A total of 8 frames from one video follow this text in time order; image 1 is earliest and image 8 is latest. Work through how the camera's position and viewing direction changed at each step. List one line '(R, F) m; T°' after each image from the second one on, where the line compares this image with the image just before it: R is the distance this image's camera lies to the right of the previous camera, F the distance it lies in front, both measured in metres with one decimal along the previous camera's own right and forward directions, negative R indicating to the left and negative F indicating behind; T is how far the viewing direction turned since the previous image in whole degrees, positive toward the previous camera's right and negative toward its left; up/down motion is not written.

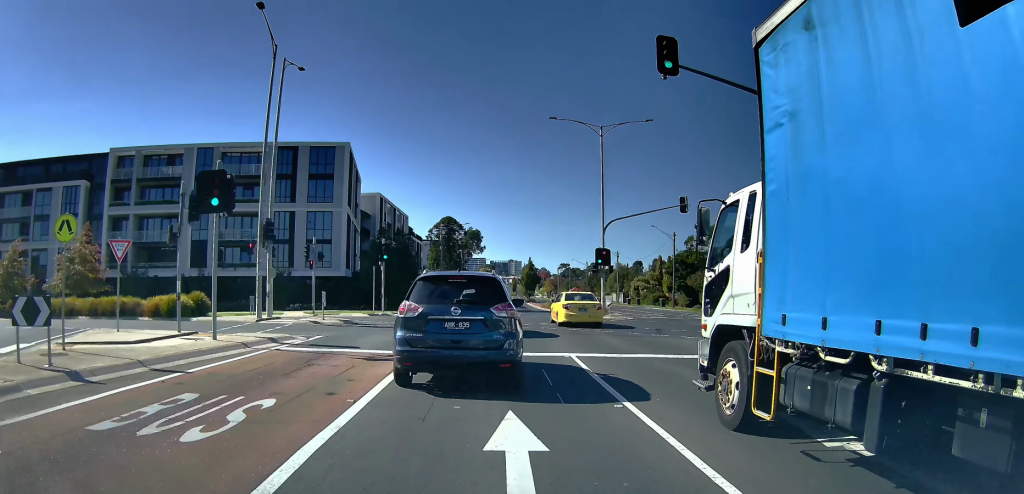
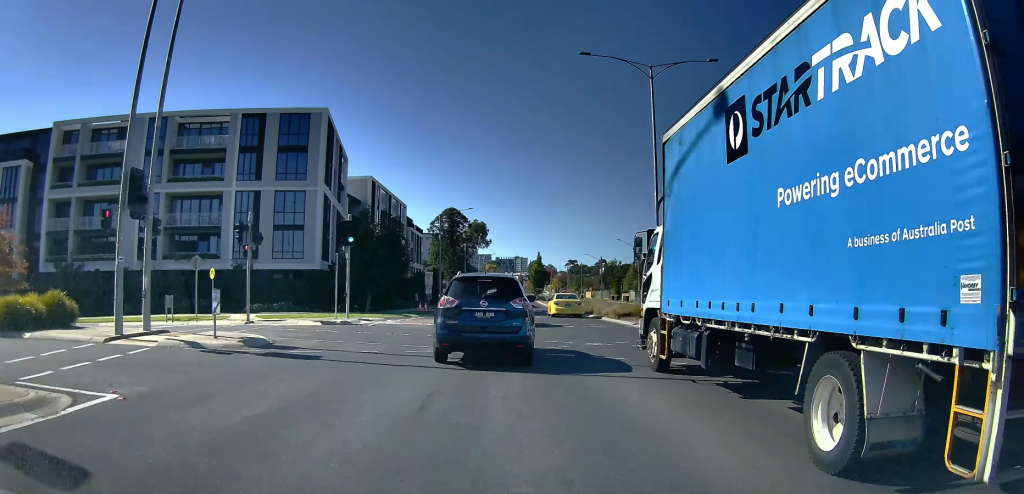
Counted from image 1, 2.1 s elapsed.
(-1.6, +8.6) m; -9°
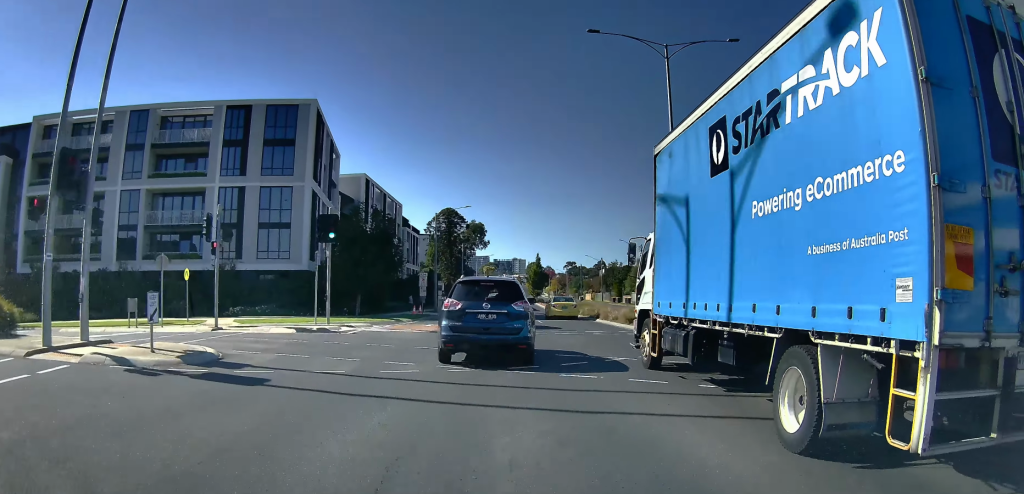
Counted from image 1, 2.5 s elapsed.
(+0.1, +2.7) m; +2°
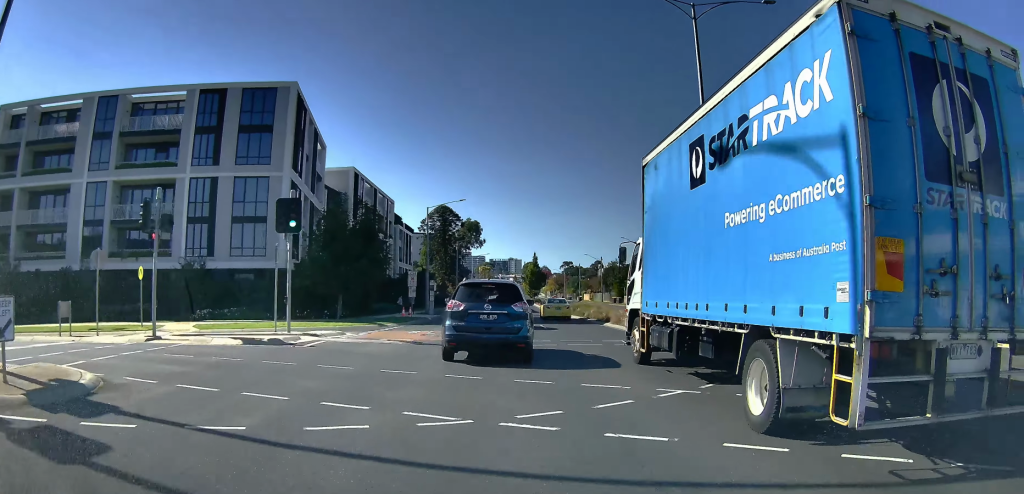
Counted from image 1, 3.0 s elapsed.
(+0.3, +4.0) m; +4°
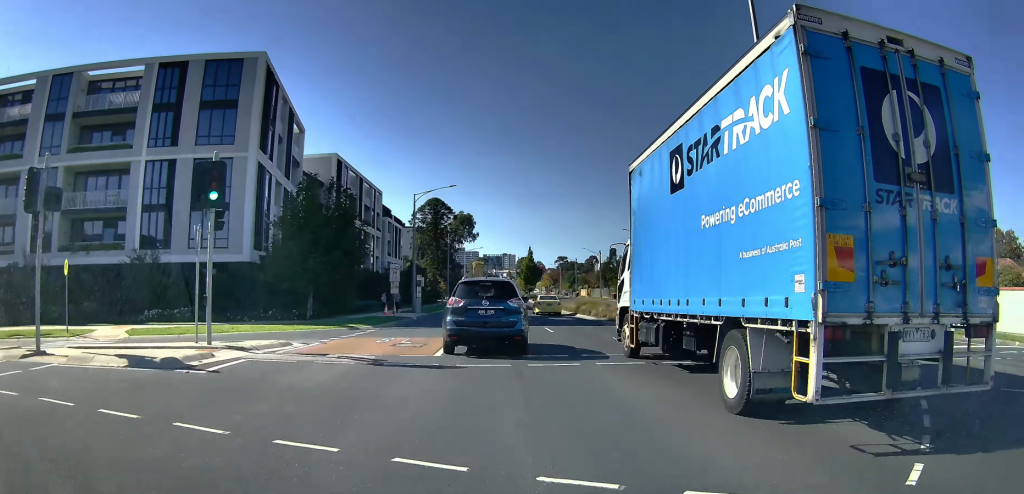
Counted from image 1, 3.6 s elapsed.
(+0.1, +5.2) m; +1°
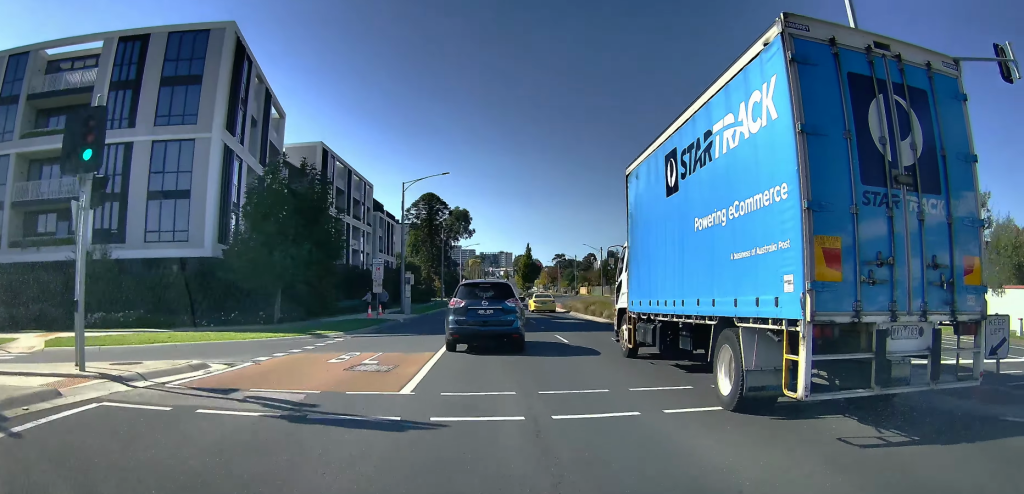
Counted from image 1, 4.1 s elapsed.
(0.0, +4.7) m; 0°
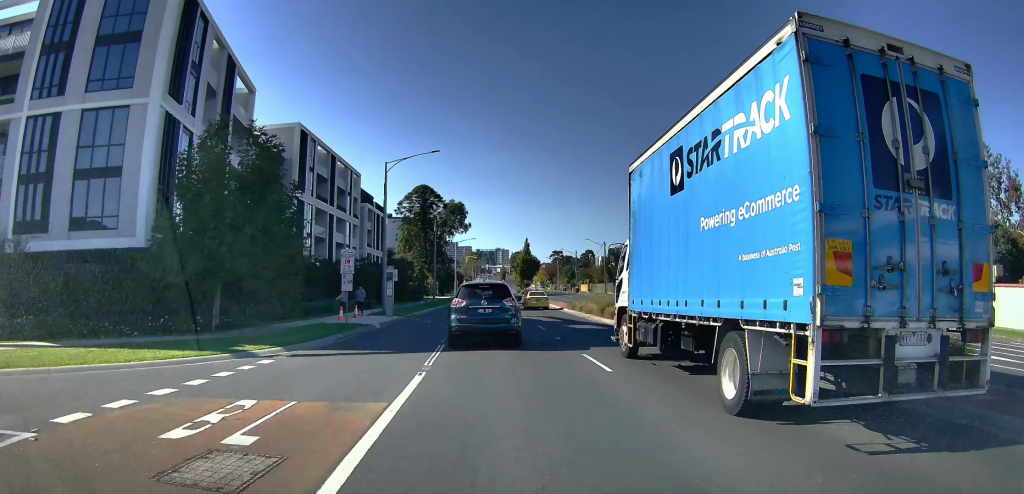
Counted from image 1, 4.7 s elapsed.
(0.0, +6.8) m; 0°
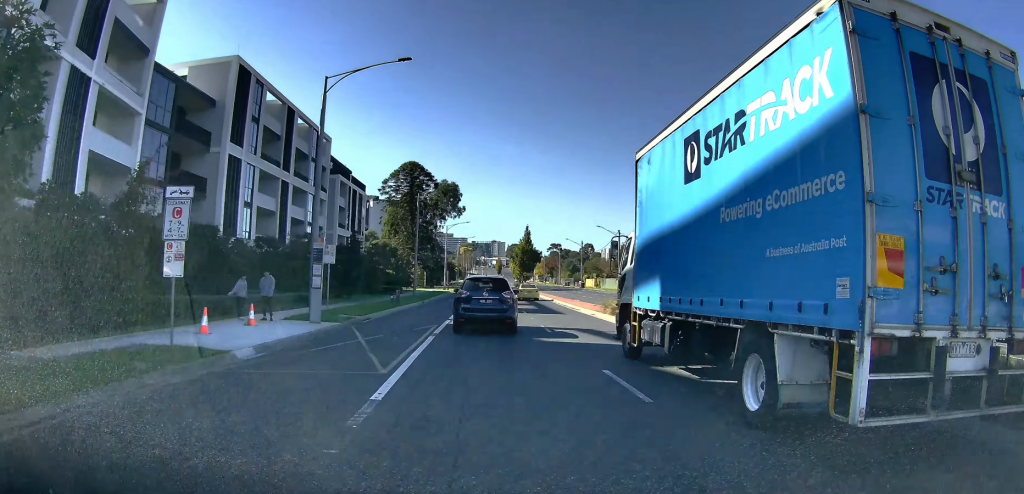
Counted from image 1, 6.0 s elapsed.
(0.0, +15.7) m; -2°
